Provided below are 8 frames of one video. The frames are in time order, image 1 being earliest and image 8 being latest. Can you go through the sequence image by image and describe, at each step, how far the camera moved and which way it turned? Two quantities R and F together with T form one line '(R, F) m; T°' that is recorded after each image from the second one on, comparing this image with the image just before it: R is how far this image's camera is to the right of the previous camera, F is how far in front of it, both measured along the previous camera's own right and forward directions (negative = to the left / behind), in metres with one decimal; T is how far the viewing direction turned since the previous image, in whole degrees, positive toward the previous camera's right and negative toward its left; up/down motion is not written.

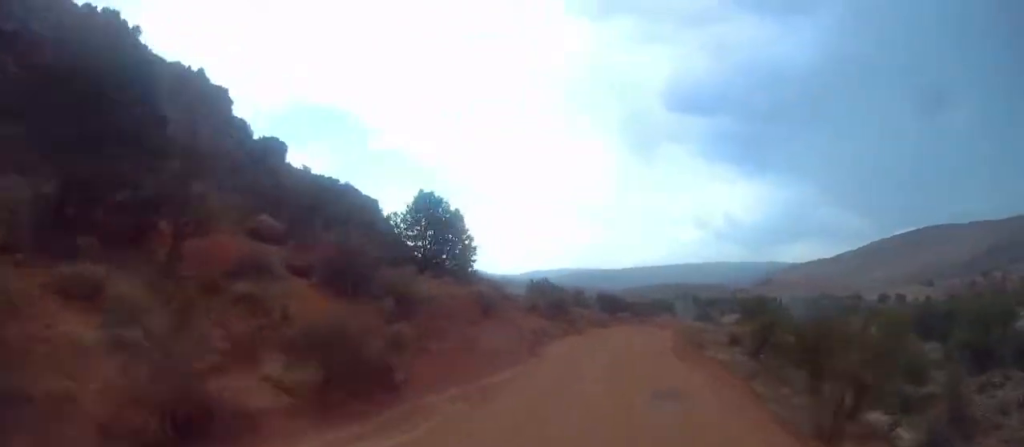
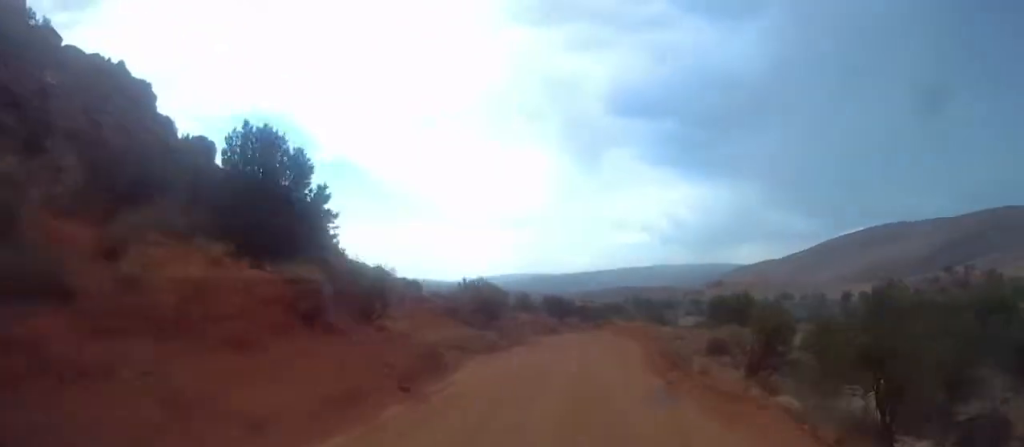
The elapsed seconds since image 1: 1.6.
(+0.5, +10.8) m; -1°
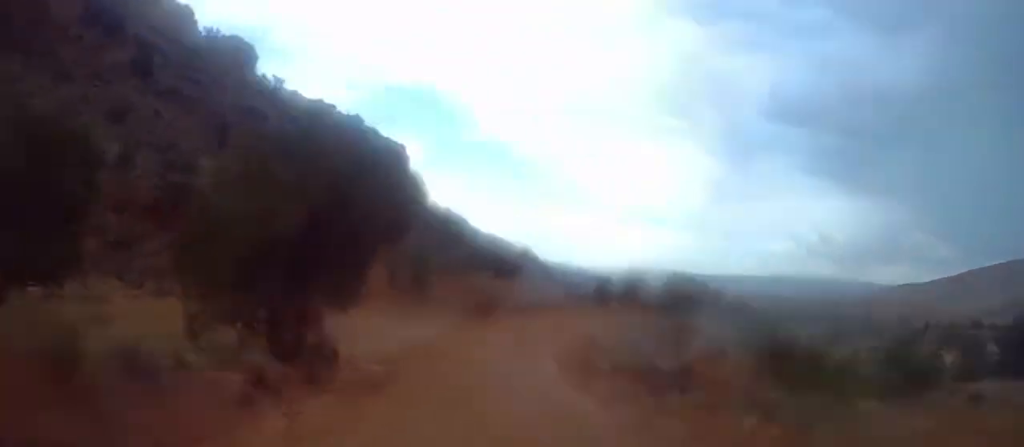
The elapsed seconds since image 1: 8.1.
(-2.6, +52.5) m; -3°
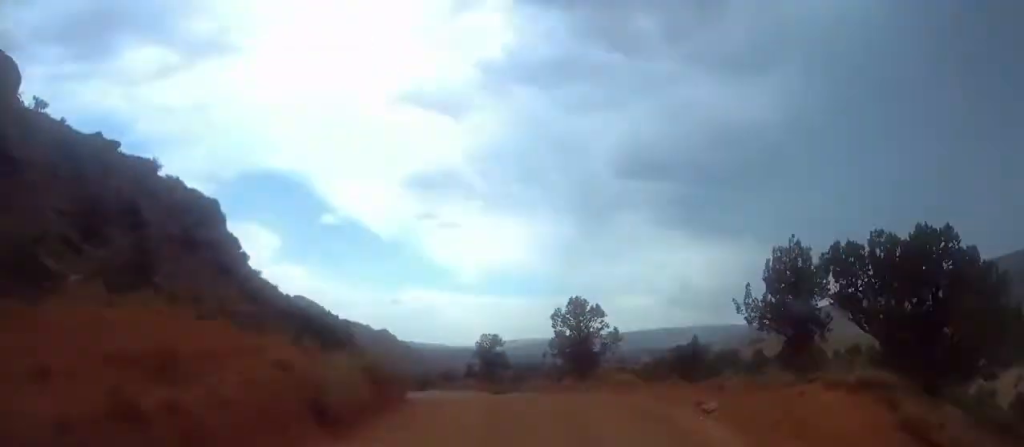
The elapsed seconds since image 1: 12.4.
(+0.3, +38.0) m; -2°
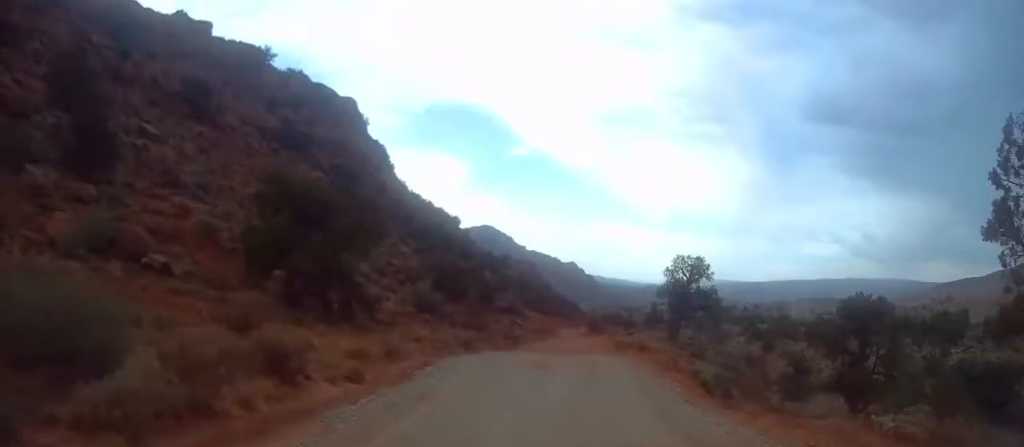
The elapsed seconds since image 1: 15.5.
(-0.4, +28.0) m; -3°
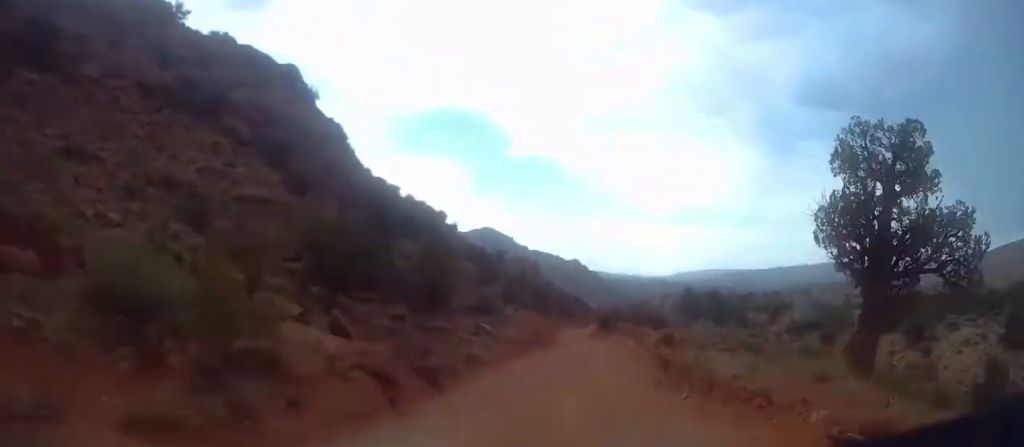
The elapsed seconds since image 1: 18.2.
(-1.3, +24.6) m; -3°
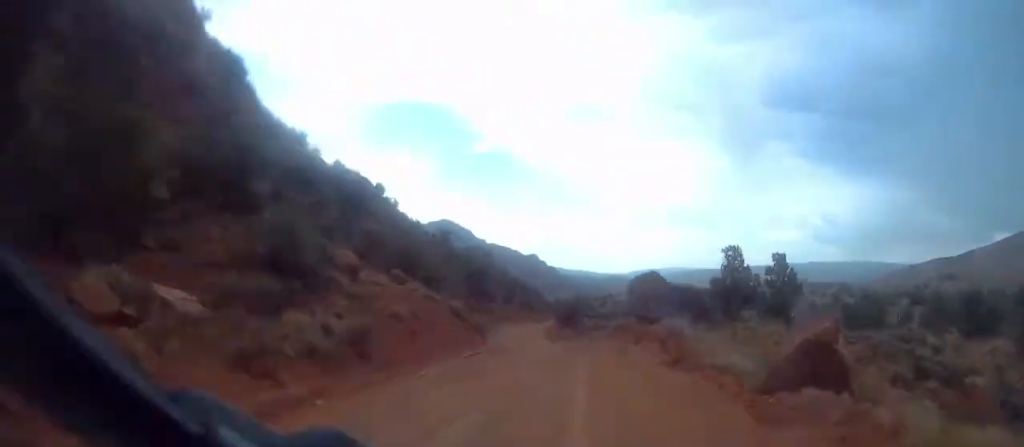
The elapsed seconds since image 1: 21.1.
(-0.1, +27.2) m; 0°
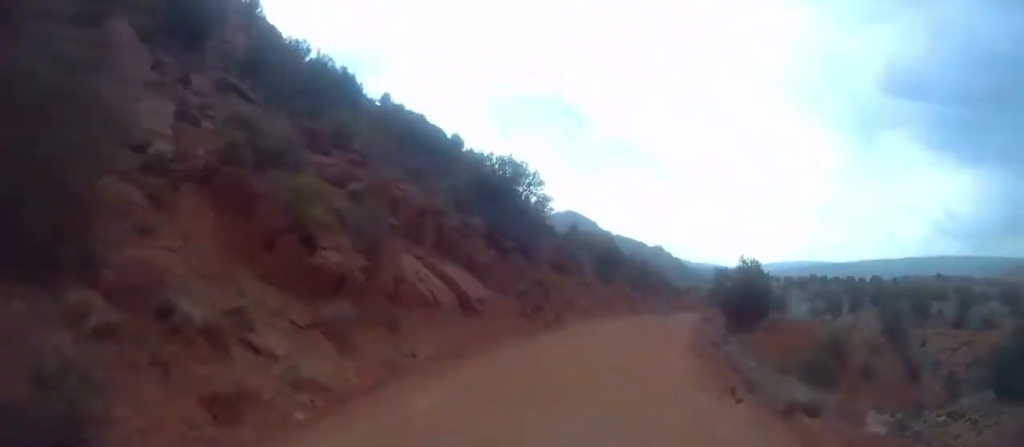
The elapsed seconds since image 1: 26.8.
(-0.4, +52.8) m; -2°
